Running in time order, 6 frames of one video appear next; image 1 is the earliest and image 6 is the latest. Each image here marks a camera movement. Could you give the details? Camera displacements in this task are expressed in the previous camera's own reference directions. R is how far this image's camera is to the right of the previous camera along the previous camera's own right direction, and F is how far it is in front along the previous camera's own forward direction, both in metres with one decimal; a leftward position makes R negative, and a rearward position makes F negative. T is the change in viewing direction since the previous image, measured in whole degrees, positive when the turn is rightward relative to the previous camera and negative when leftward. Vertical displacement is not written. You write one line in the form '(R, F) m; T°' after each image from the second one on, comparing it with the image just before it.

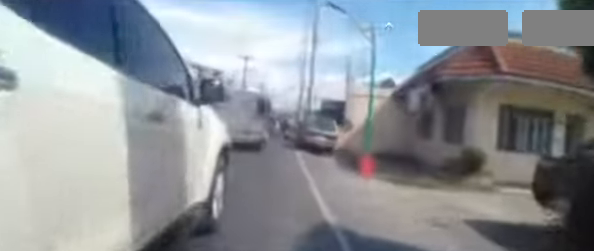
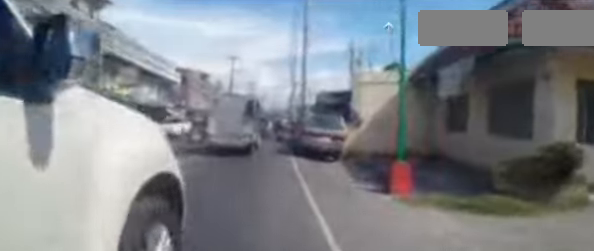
(+0.2, +4.3) m; +4°
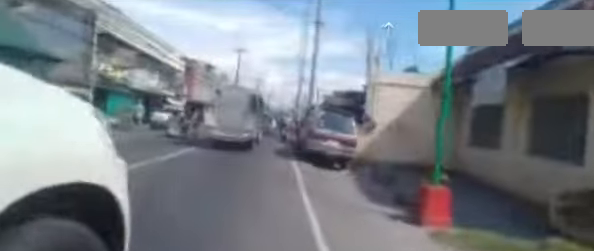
(+0.1, +2.0) m; -1°
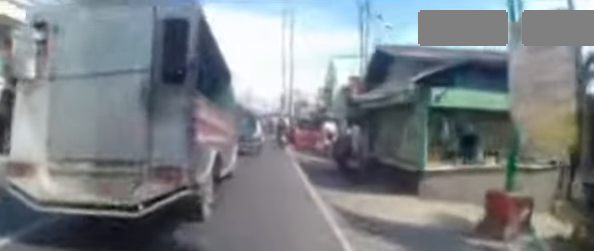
(-3.2, +24.7) m; -8°
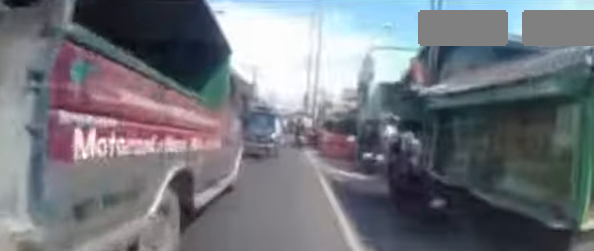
(-0.4, +3.0) m; 0°
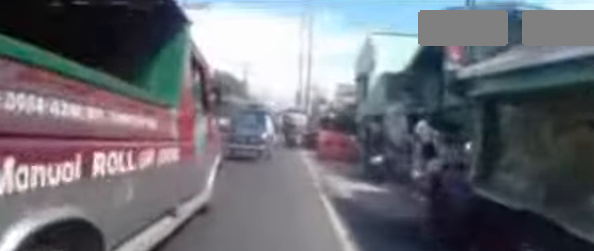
(+0.2, +1.8) m; 0°
